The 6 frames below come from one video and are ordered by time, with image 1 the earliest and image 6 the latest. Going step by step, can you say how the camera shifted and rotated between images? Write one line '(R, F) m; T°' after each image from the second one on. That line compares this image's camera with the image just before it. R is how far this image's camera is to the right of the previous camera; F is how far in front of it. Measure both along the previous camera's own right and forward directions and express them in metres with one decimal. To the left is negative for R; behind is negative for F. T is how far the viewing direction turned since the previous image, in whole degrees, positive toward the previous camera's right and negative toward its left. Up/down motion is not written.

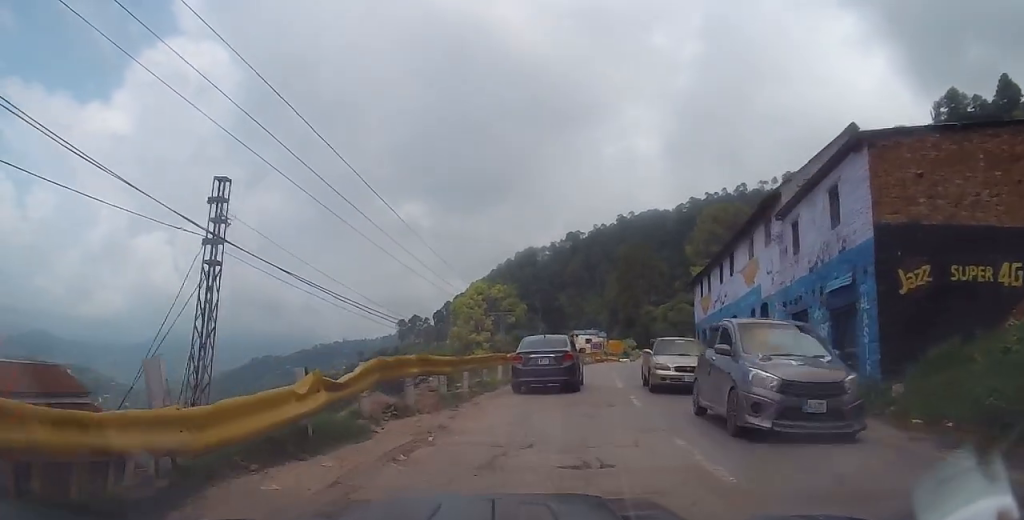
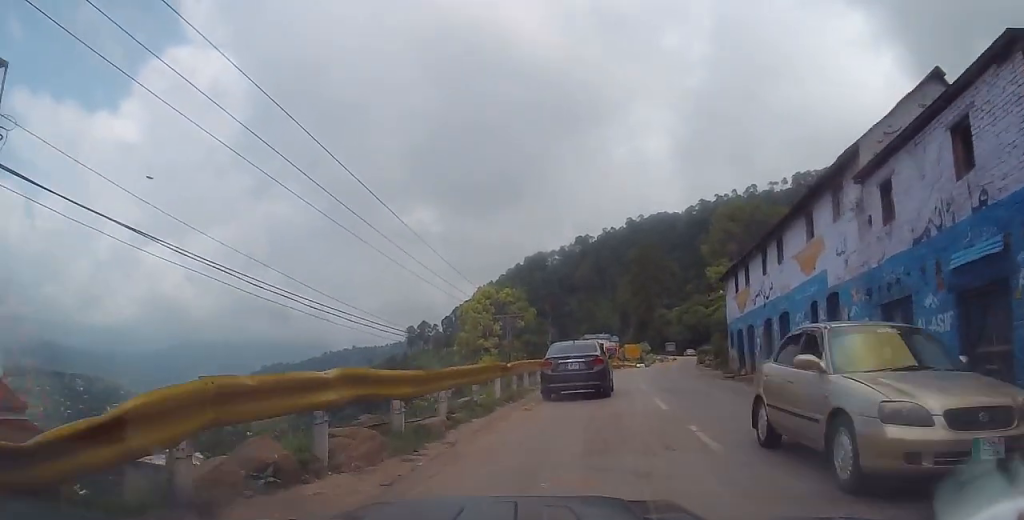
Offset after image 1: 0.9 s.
(0.0, +4.8) m; +2°
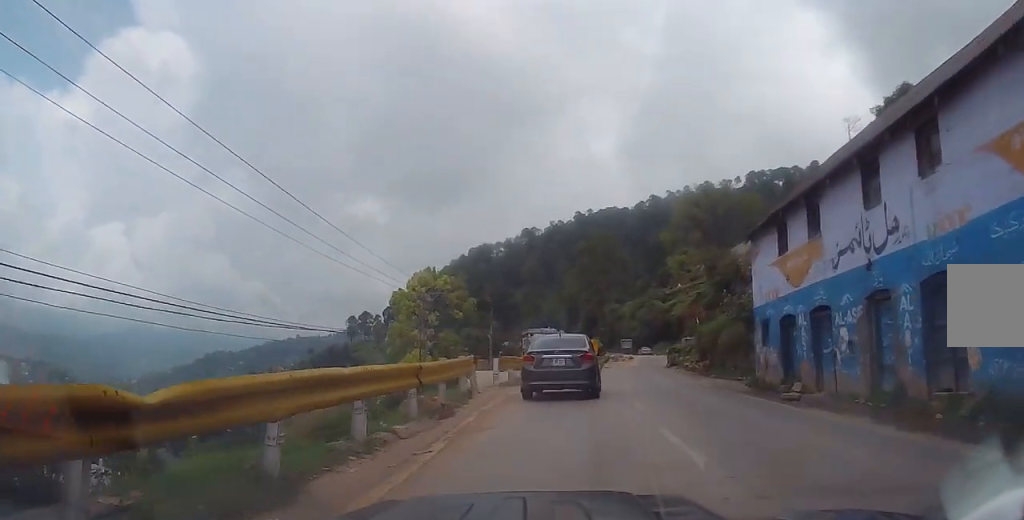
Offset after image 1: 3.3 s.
(+0.5, +12.7) m; +2°
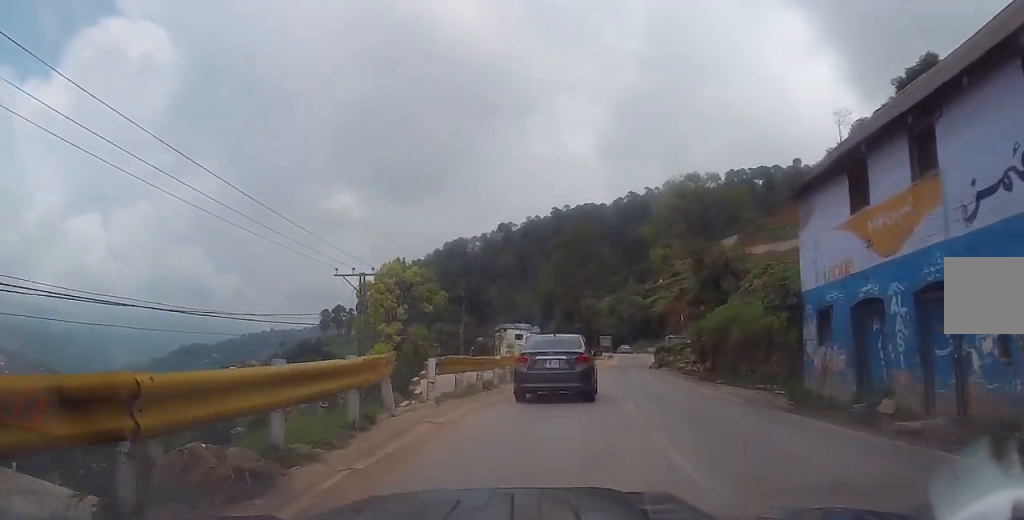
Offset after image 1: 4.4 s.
(0.0, +6.2) m; +1°
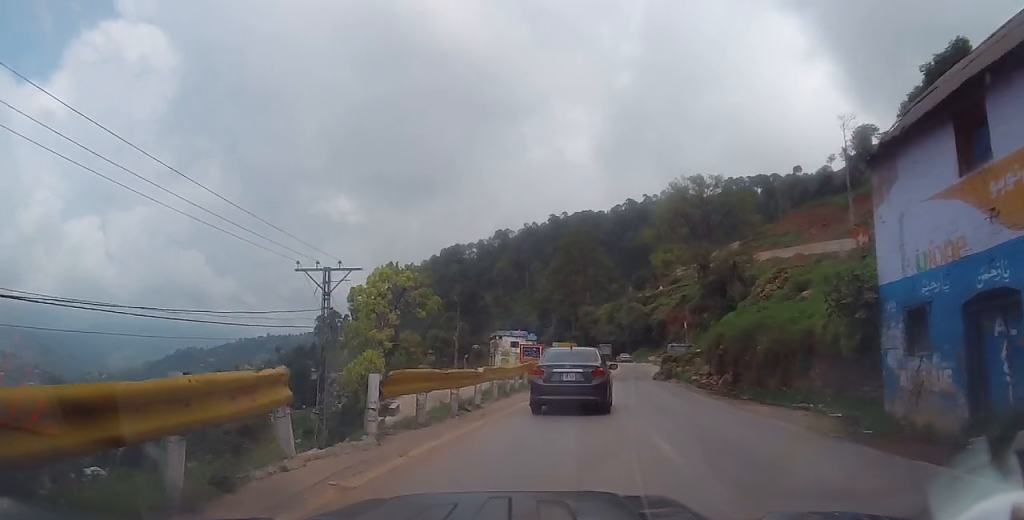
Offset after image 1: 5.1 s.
(+0.1, +4.0) m; +2°
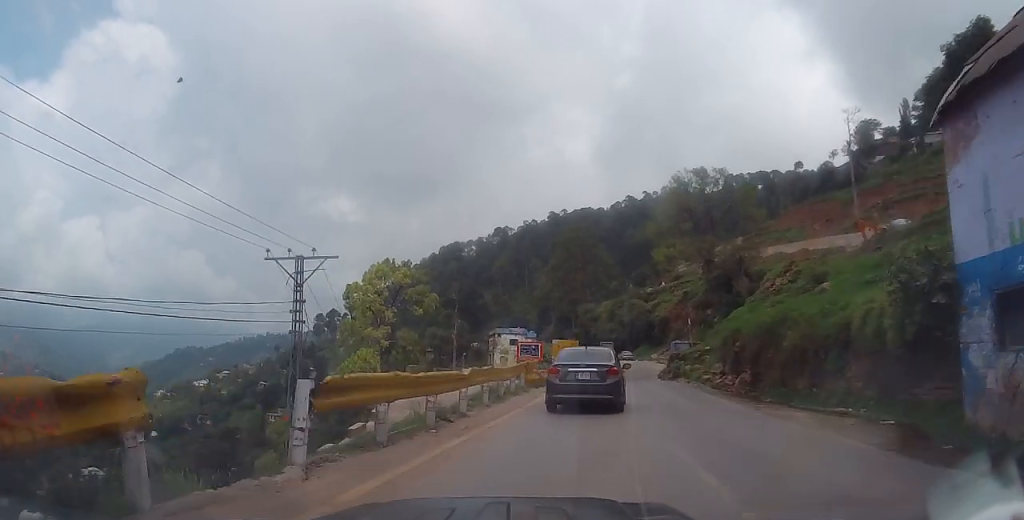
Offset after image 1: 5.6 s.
(0.0, +2.5) m; +2°
